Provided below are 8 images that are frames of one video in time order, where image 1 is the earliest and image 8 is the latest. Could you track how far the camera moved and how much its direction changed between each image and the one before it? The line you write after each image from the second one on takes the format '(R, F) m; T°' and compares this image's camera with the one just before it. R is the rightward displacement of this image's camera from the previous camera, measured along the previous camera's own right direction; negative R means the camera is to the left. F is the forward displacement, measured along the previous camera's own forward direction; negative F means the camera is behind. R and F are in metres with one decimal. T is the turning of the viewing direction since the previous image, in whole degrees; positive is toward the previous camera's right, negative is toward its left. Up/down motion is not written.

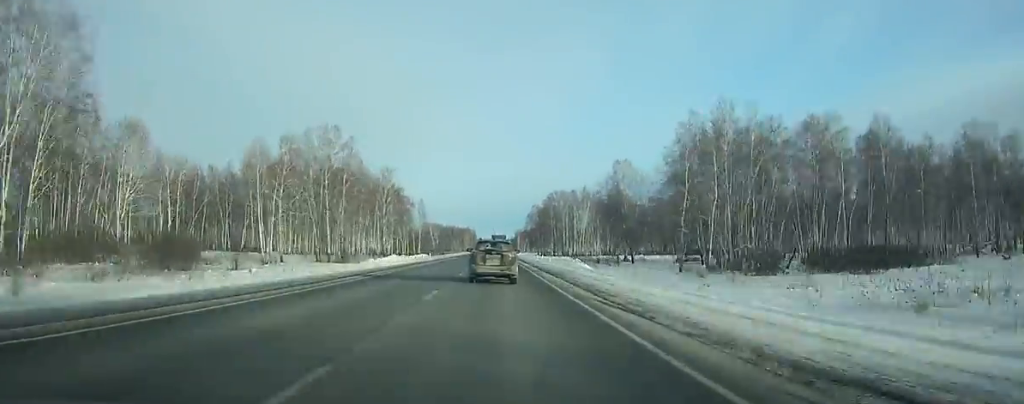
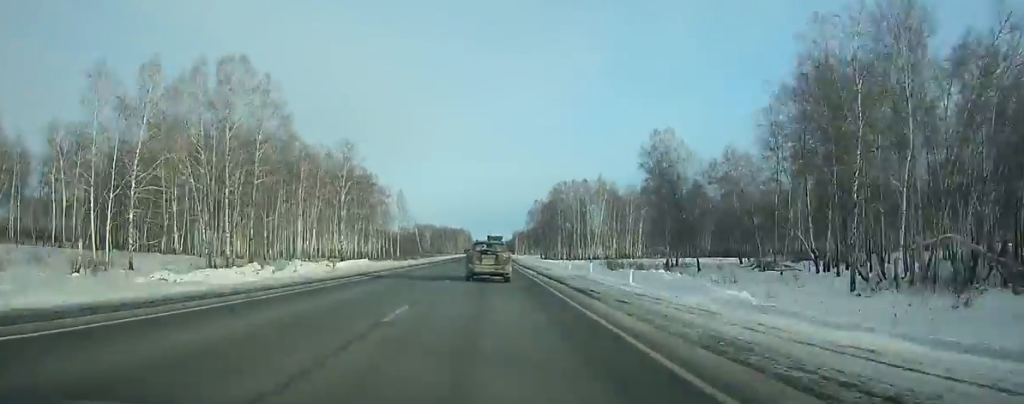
(0.0, +40.9) m; 0°
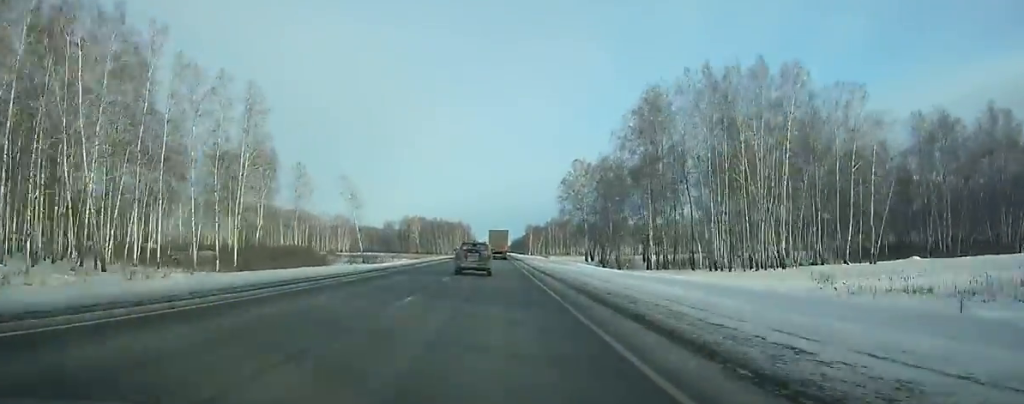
(-0.1, +116.3) m; 0°
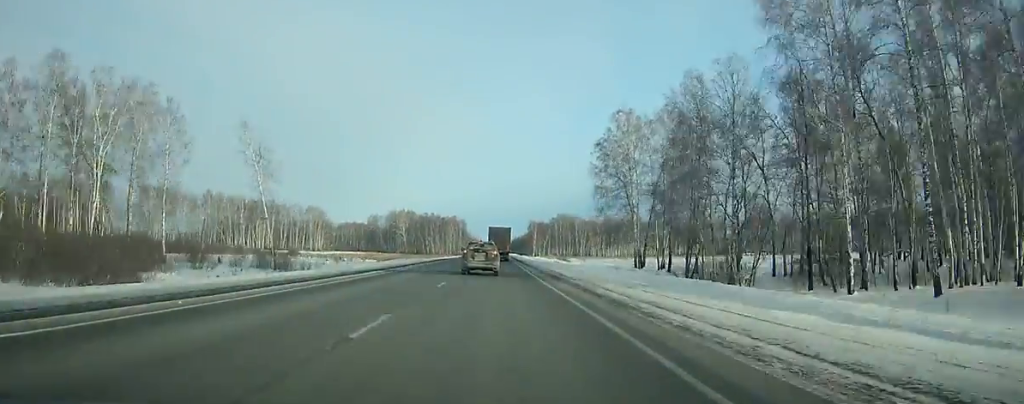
(+0.1, +50.3) m; 0°
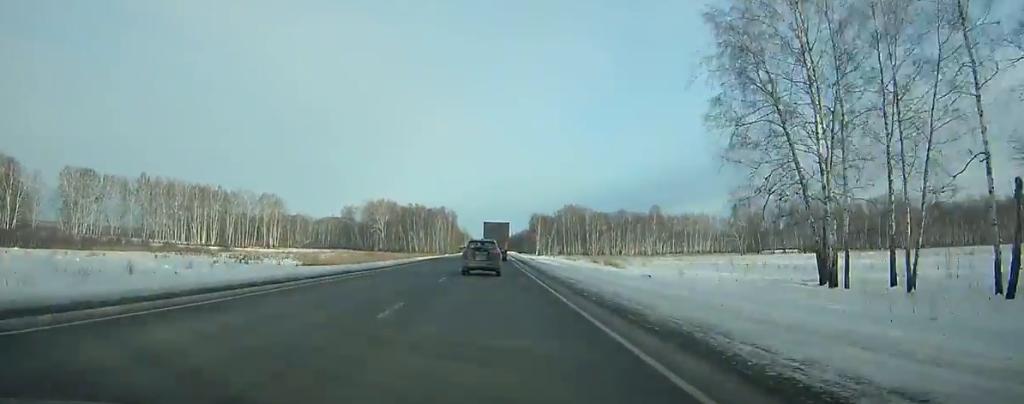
(+0.1, +57.3) m; 0°
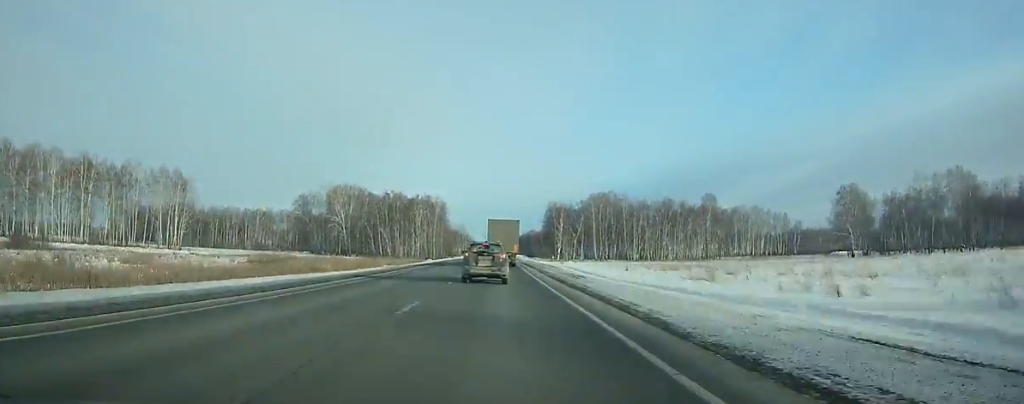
(+0.1, +80.2) m; 0°
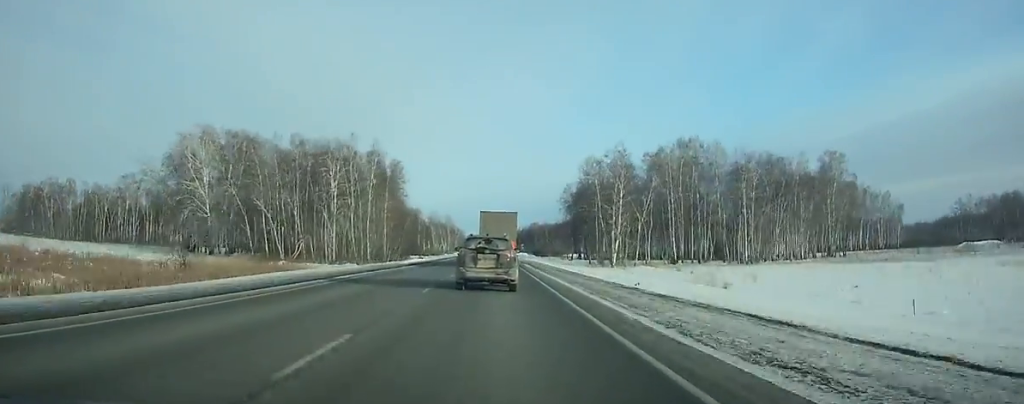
(0.0, +101.8) m; 0°
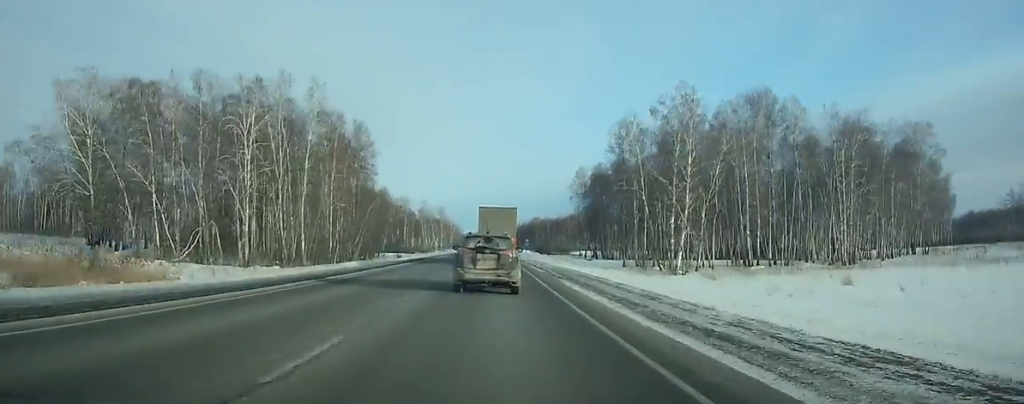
(0.0, +36.3) m; 0°
